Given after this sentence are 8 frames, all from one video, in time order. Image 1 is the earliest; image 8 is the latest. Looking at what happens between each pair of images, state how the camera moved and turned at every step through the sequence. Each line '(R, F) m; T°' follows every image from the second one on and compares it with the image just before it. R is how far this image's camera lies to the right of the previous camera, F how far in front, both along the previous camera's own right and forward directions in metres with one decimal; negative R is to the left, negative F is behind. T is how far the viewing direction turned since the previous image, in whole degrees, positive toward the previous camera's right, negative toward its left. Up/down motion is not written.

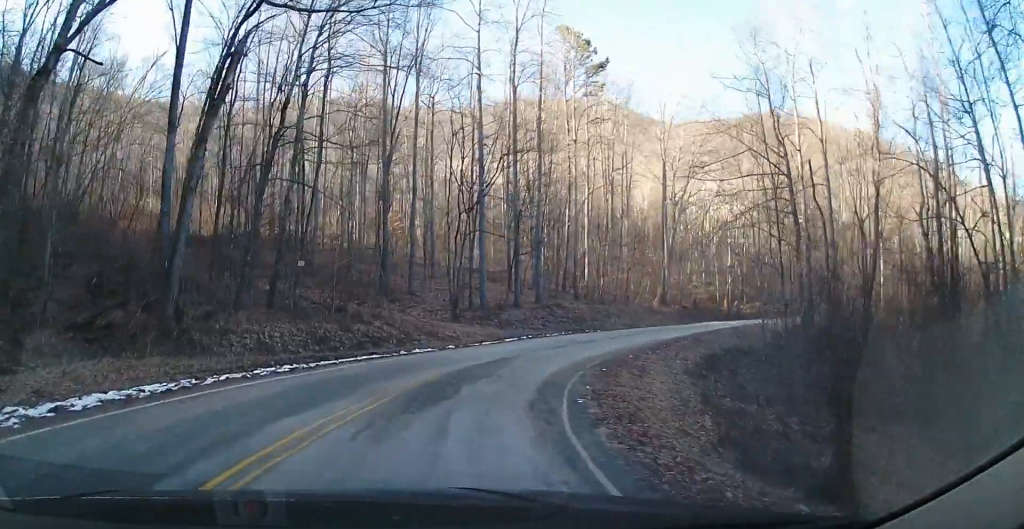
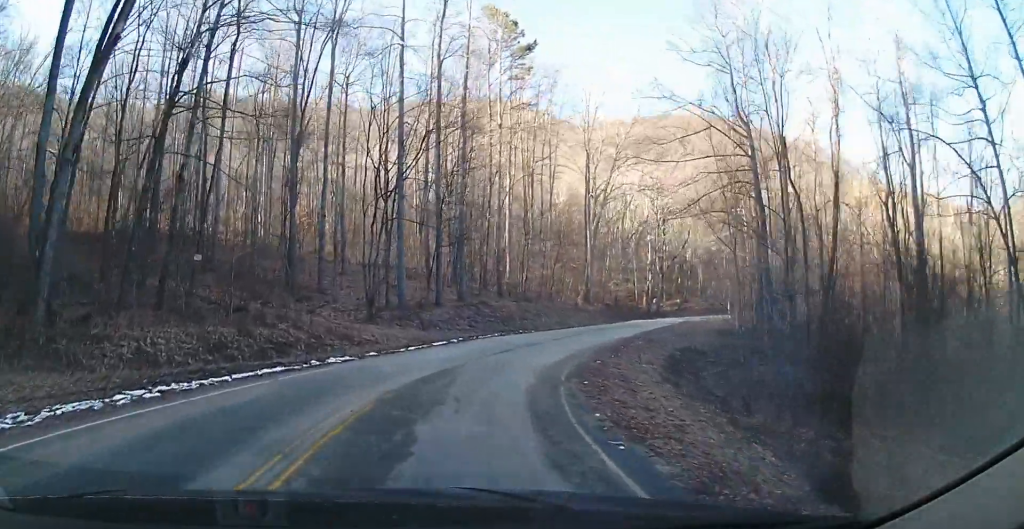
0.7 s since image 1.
(+1.1, +4.6) m; +9°
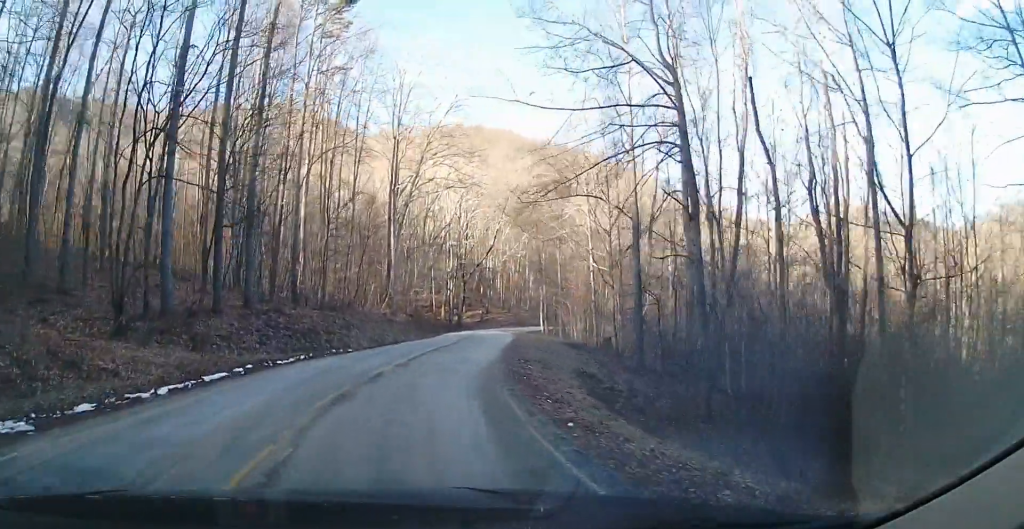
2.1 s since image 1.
(+0.9, +10.5) m; +9°
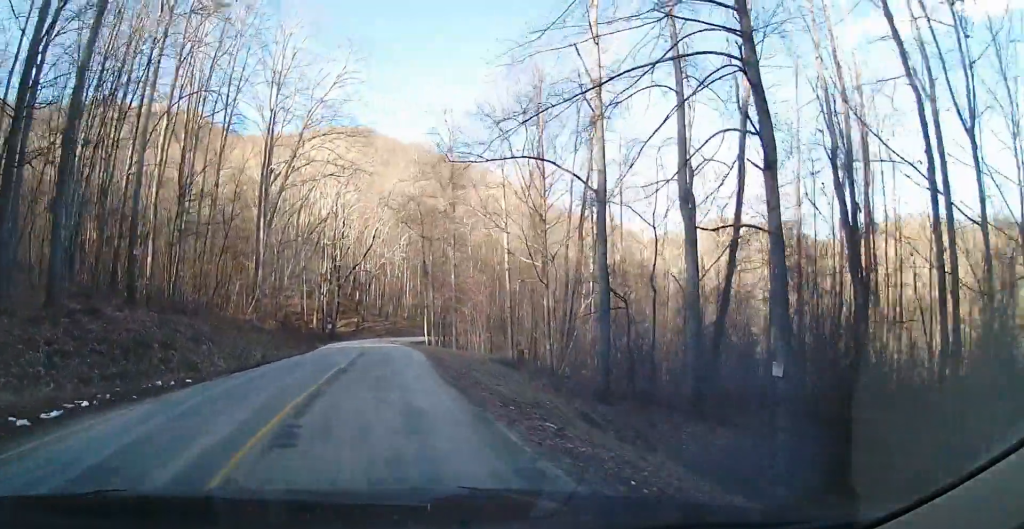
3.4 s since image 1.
(+1.0, +9.4) m; +8°
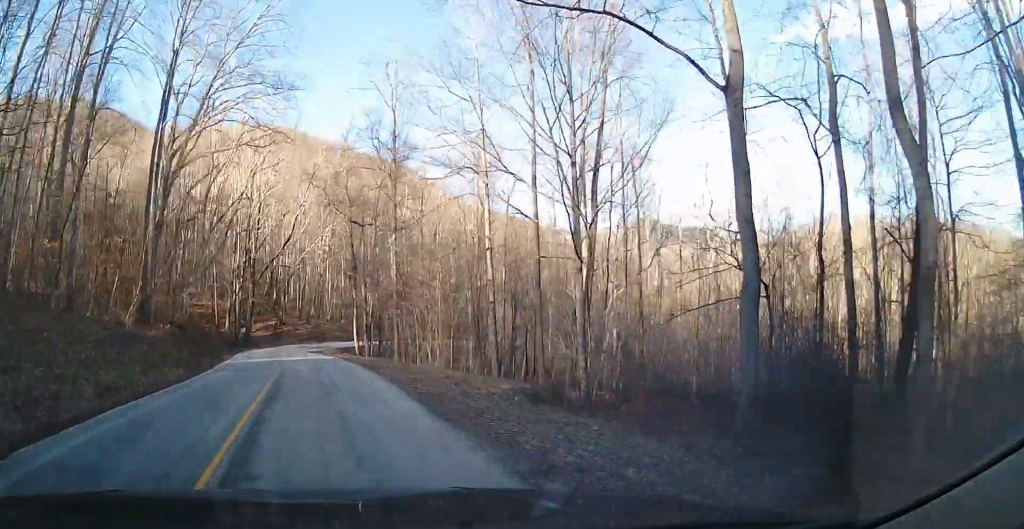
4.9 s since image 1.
(+0.4, +11.6) m; +4°
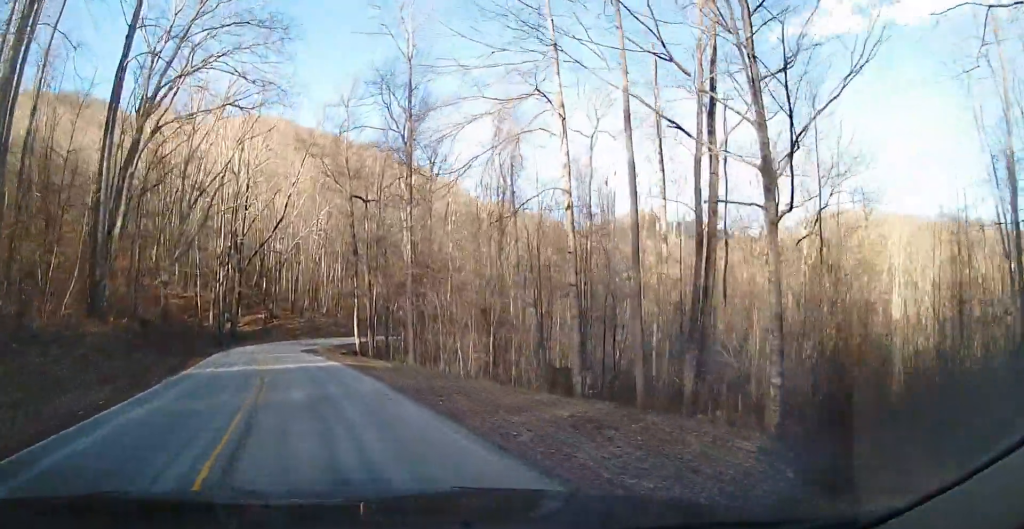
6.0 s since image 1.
(+0.2, +8.4) m; +4°
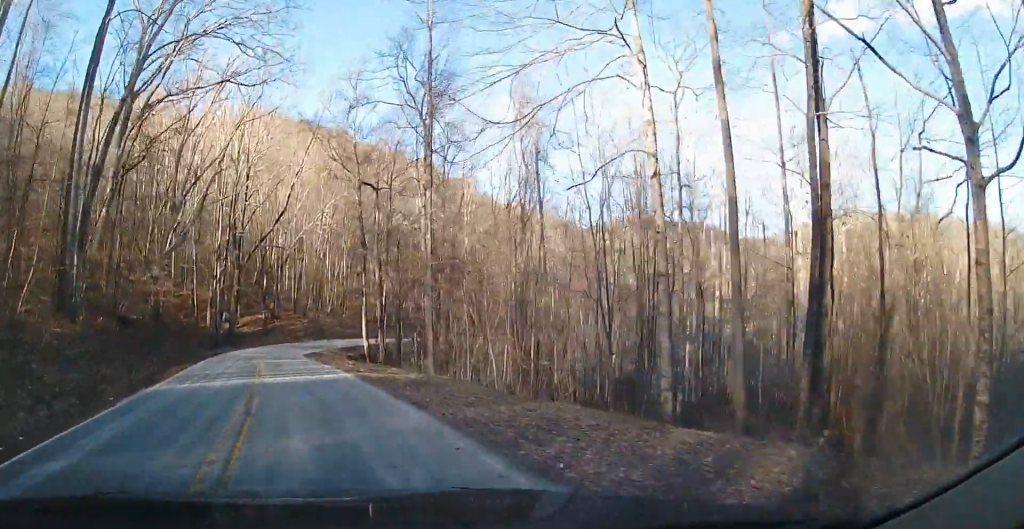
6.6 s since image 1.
(+0.2, +4.5) m; +2°
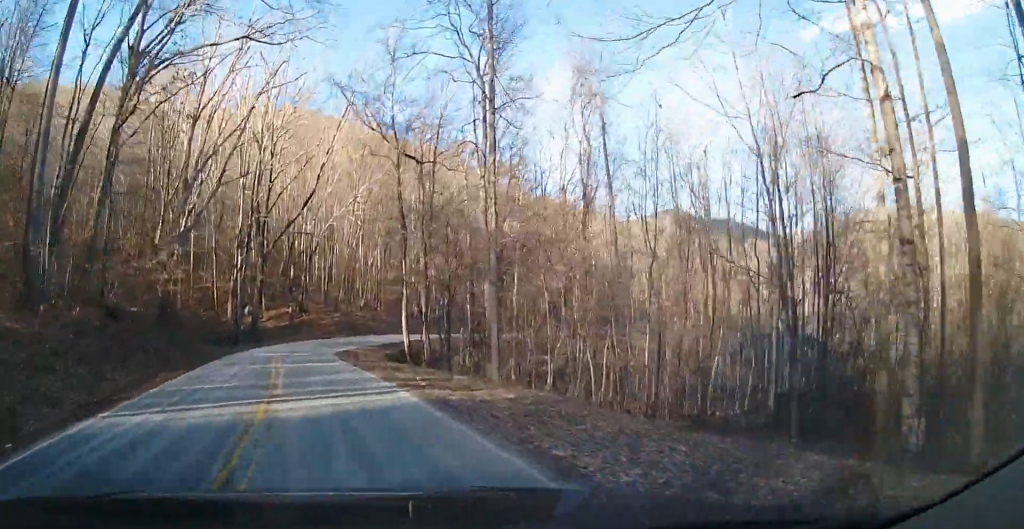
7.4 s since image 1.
(+0.2, +6.2) m; 0°
